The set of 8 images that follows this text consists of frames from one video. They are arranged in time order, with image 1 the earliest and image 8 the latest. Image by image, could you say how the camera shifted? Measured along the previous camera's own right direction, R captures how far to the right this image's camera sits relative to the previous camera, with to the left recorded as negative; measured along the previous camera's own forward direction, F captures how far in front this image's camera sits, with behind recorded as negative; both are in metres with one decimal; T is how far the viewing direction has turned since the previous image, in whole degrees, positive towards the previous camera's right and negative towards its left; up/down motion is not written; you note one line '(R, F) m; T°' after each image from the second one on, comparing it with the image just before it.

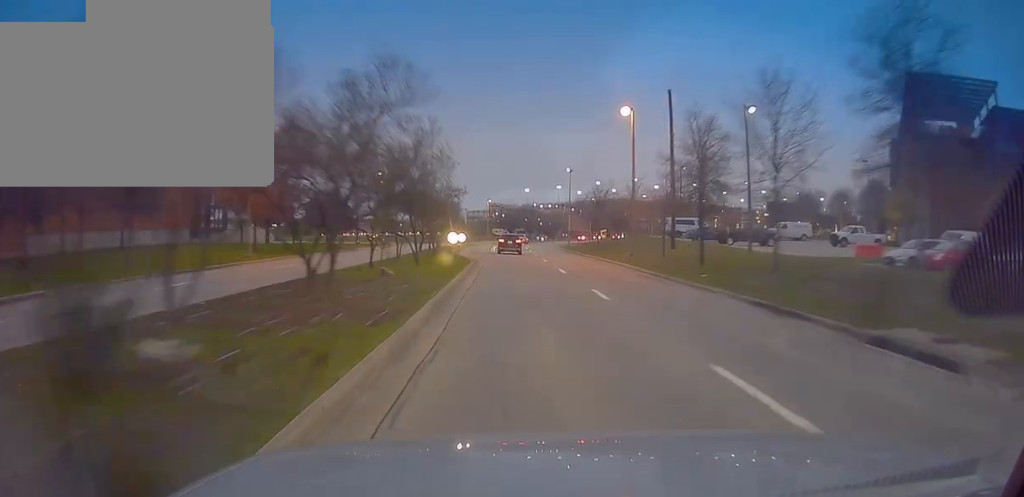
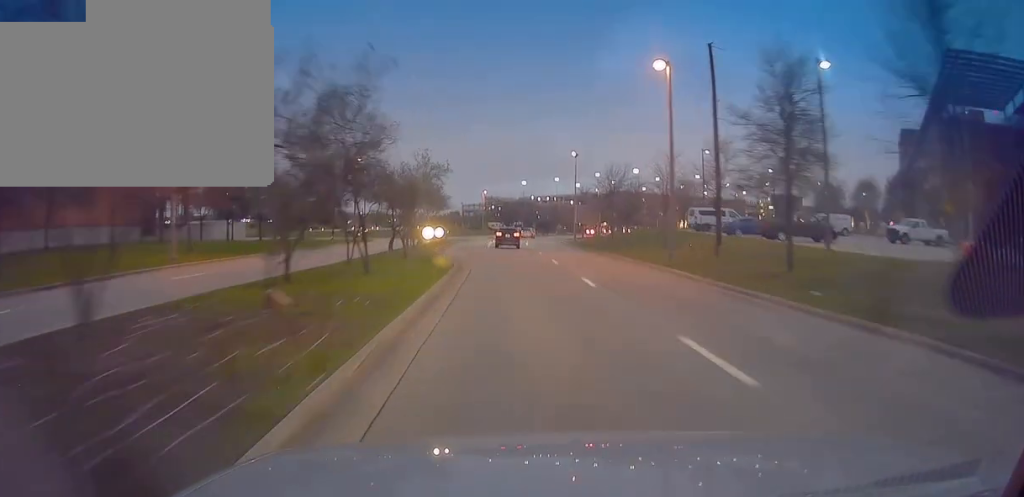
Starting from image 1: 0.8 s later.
(-0.4, +10.8) m; -2°
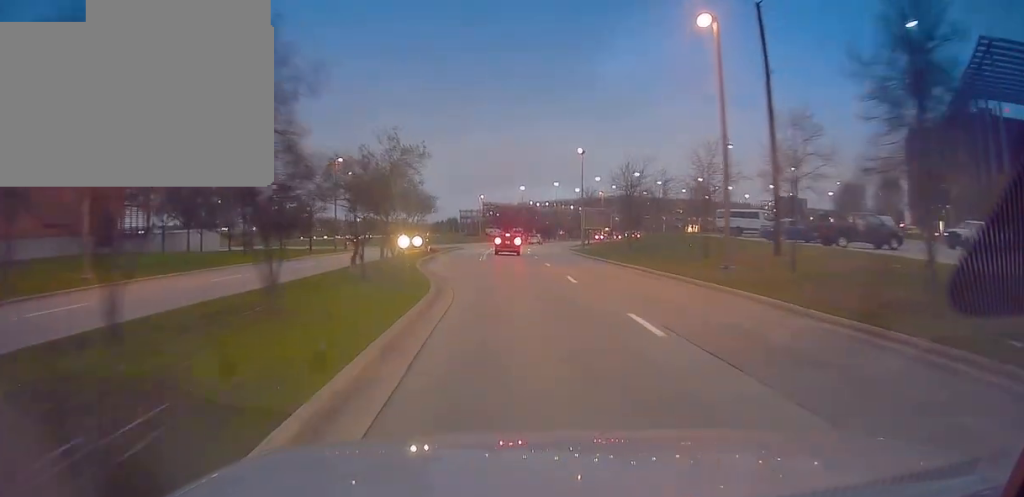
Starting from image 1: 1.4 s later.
(-0.1, +8.4) m; 0°
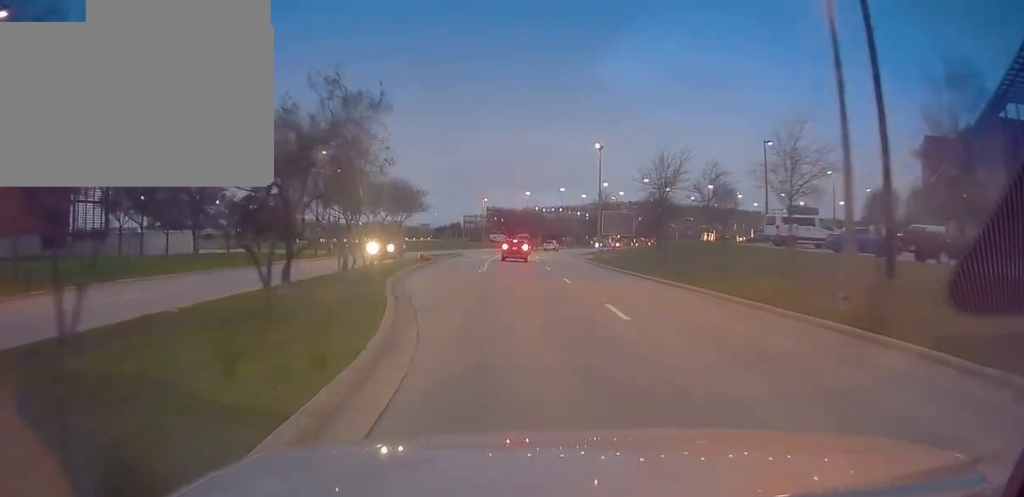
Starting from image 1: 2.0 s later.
(-0.2, +8.9) m; +2°
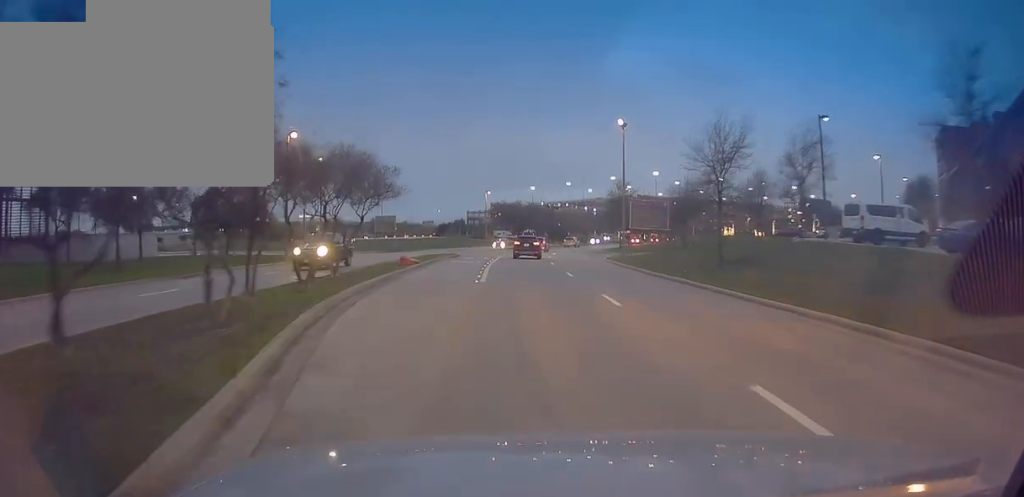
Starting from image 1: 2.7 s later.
(+0.5, +10.3) m; -2°
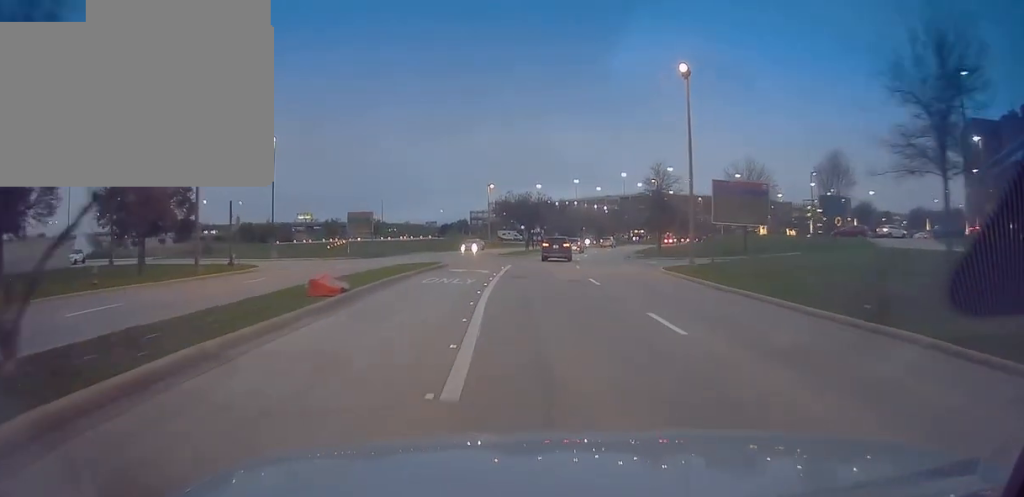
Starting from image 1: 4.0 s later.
(-1.2, +17.0) m; -4°
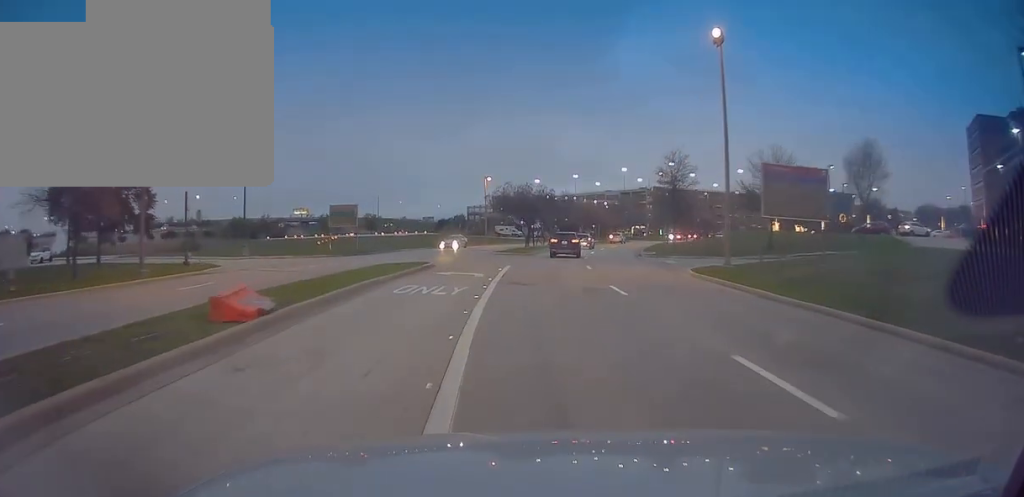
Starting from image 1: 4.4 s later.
(+0.2, +5.9) m; +2°
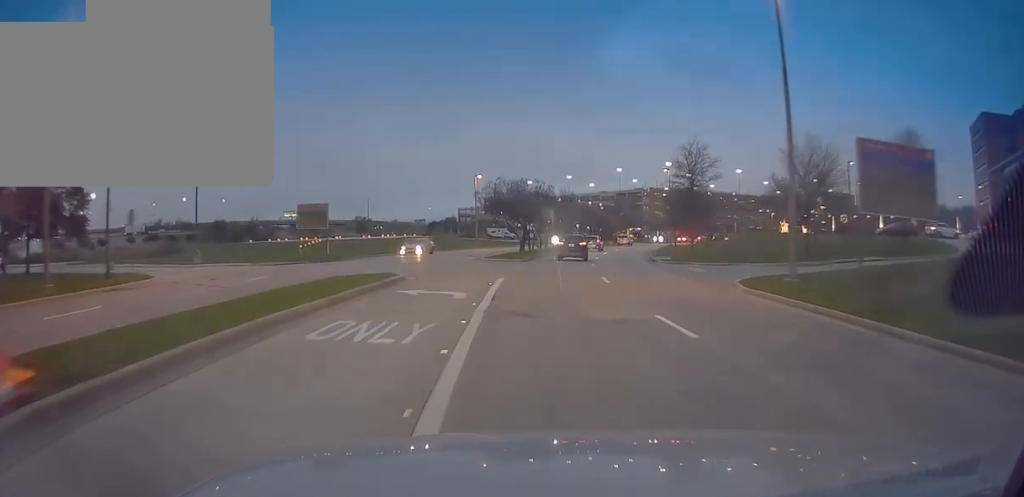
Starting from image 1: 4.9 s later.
(0.0, +7.2) m; +3°
